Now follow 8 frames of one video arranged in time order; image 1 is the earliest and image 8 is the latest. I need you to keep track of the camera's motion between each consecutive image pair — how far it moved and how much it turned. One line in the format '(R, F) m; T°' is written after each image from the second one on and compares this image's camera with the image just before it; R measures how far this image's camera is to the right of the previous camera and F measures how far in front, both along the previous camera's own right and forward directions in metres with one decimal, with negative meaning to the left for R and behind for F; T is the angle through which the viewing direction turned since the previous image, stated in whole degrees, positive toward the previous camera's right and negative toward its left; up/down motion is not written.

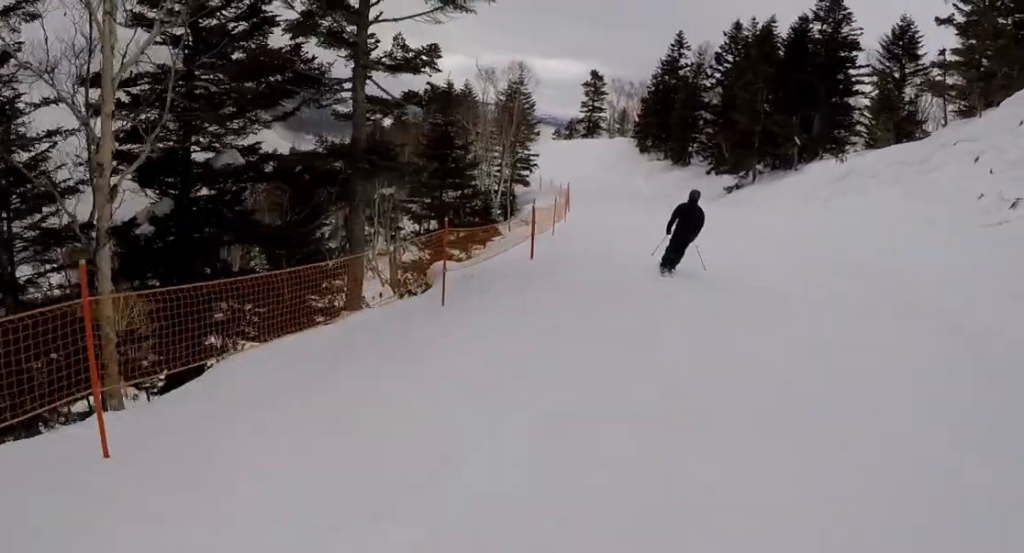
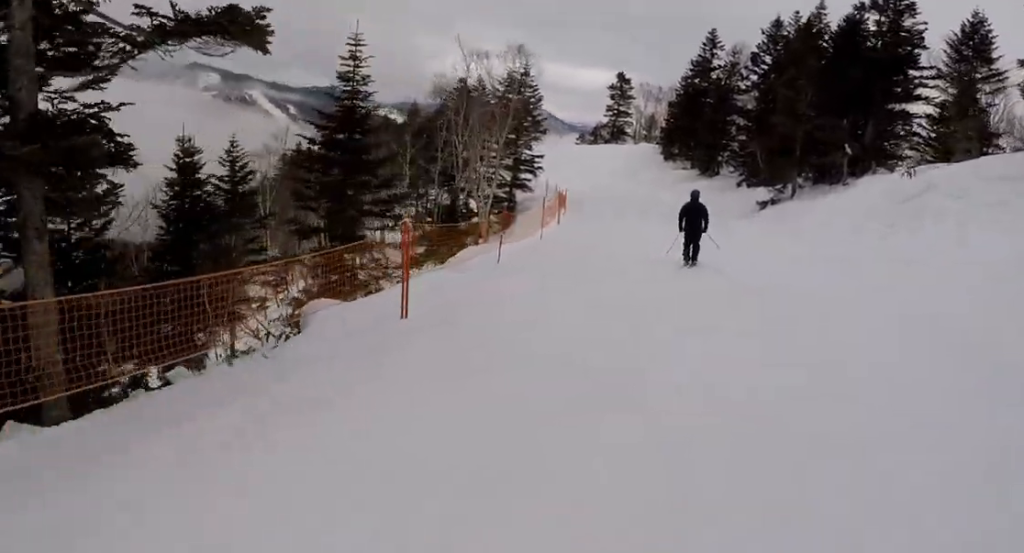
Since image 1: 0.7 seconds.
(0.0, +6.1) m; -5°
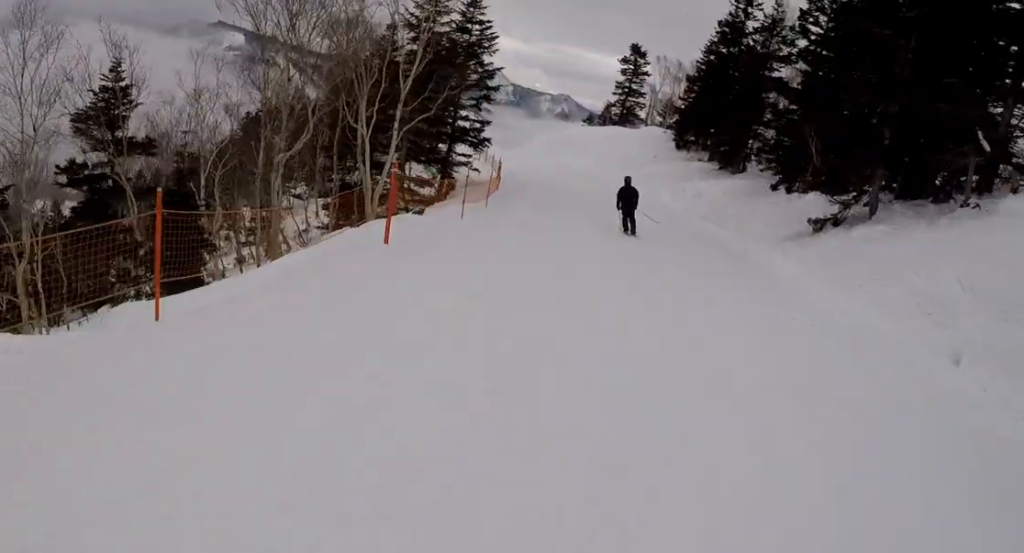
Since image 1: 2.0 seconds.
(-1.4, +12.1) m; -7°
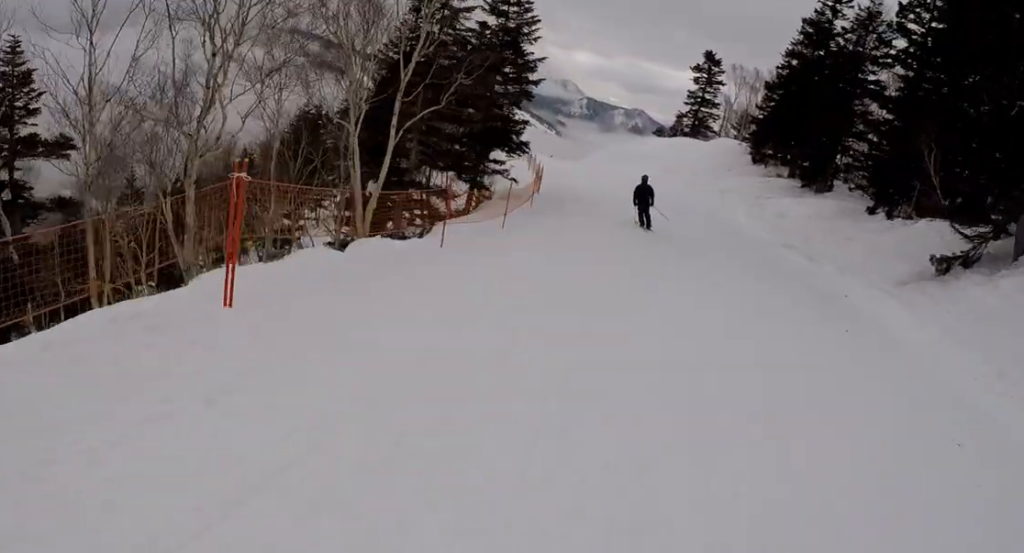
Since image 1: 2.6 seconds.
(0.0, +4.8) m; 0°
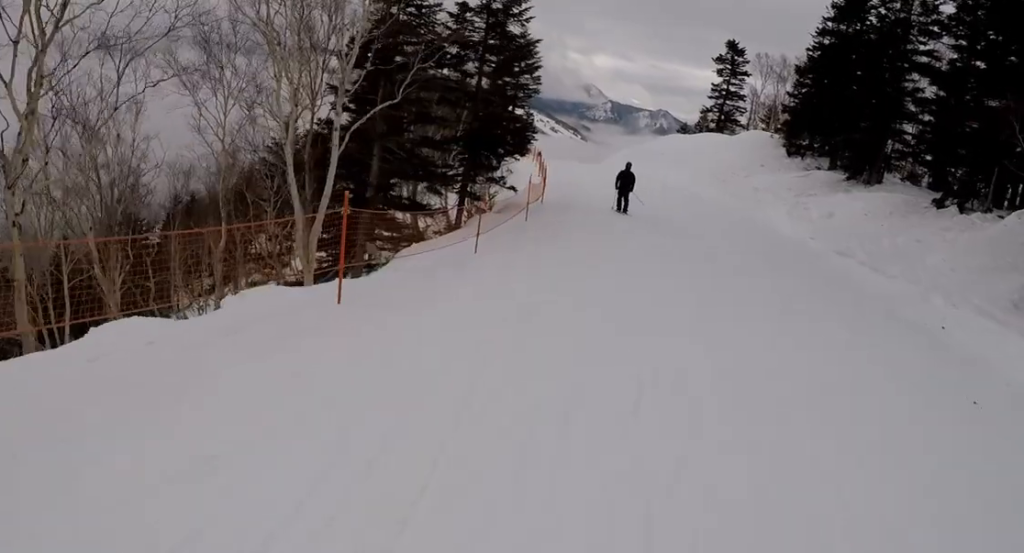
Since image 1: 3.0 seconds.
(0.0, +3.7) m; 0°
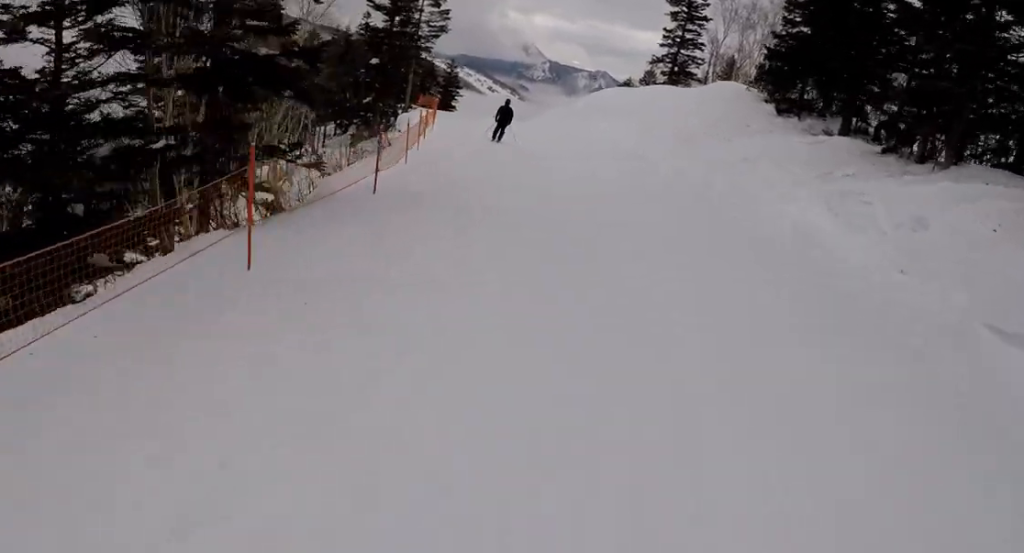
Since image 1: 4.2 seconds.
(0.0, +10.2) m; -5°
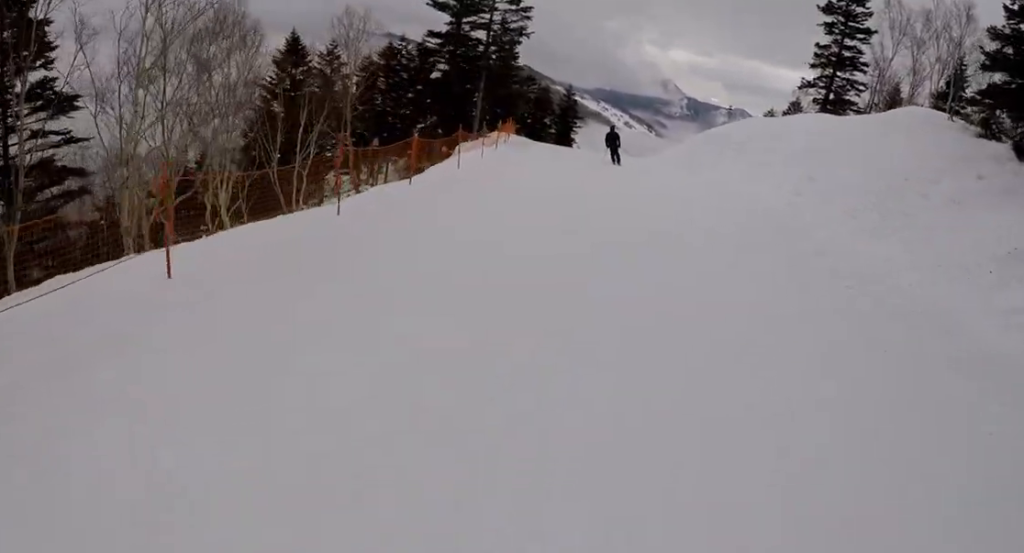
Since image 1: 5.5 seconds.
(-1.0, +9.9) m; -12°
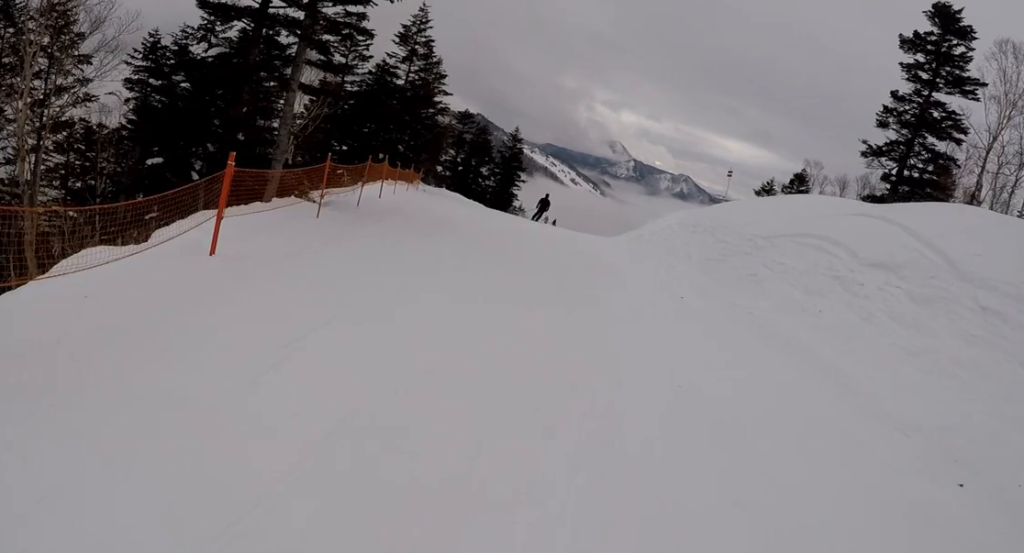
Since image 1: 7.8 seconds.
(+1.2, +16.1) m; +3°
